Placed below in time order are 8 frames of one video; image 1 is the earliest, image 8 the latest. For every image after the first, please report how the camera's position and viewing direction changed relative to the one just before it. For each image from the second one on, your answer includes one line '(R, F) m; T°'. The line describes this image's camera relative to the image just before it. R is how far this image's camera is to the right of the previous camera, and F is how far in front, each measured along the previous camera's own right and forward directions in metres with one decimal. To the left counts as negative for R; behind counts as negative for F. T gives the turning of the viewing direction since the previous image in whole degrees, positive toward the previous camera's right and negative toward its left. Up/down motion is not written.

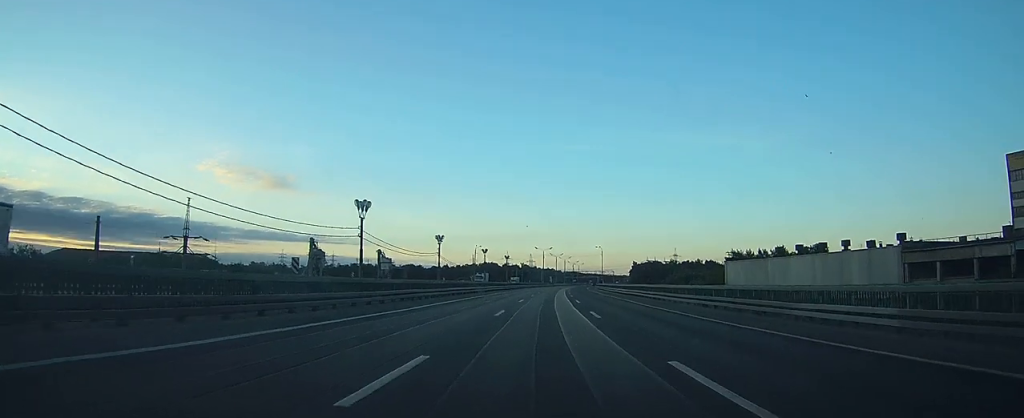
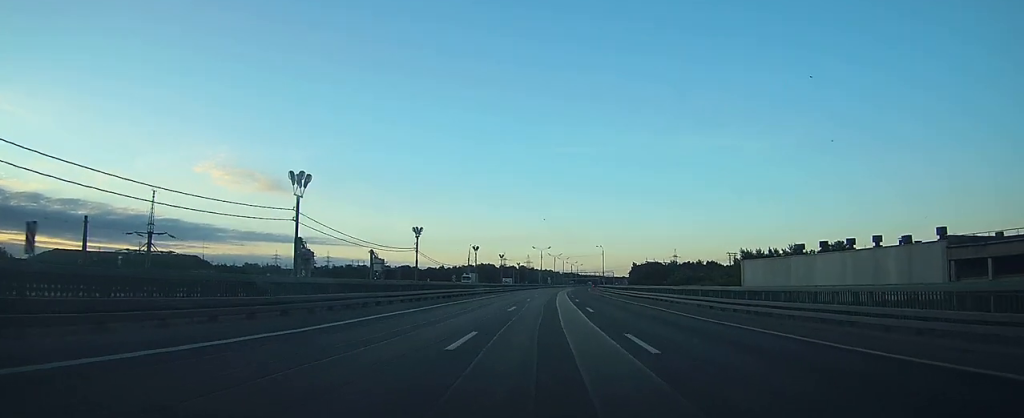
(0.0, +10.9) m; 0°
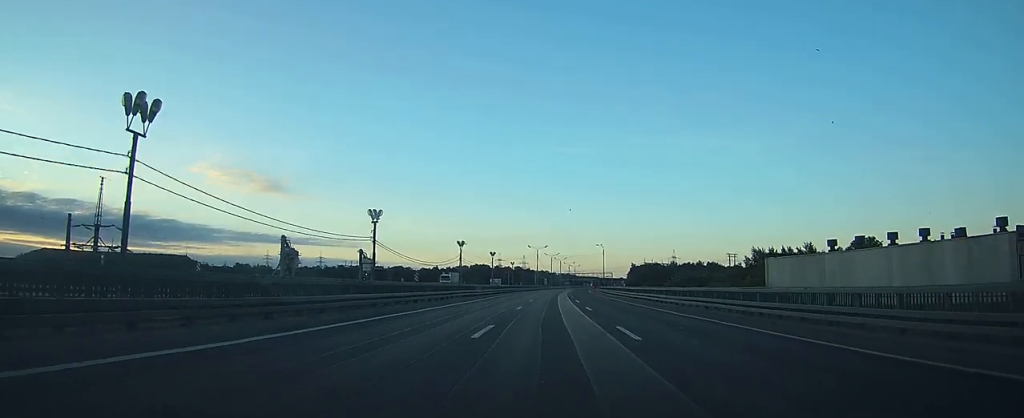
(0.0, +13.3) m; 0°
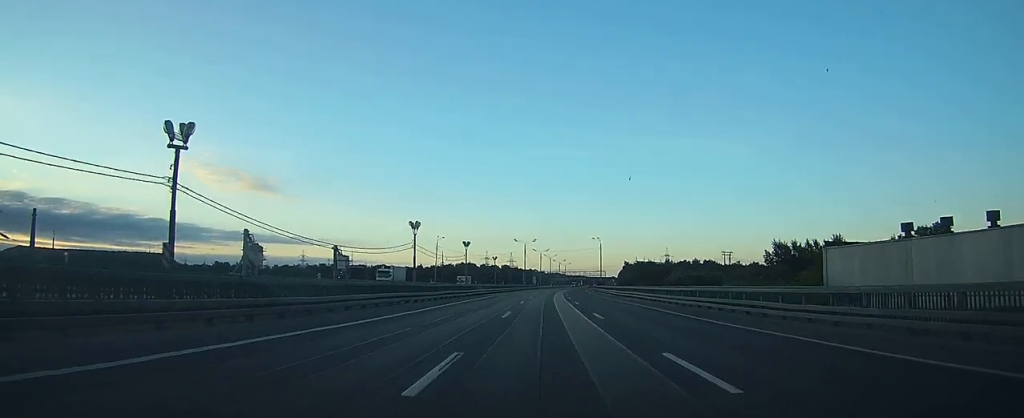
(0.0, +23.0) m; +1°
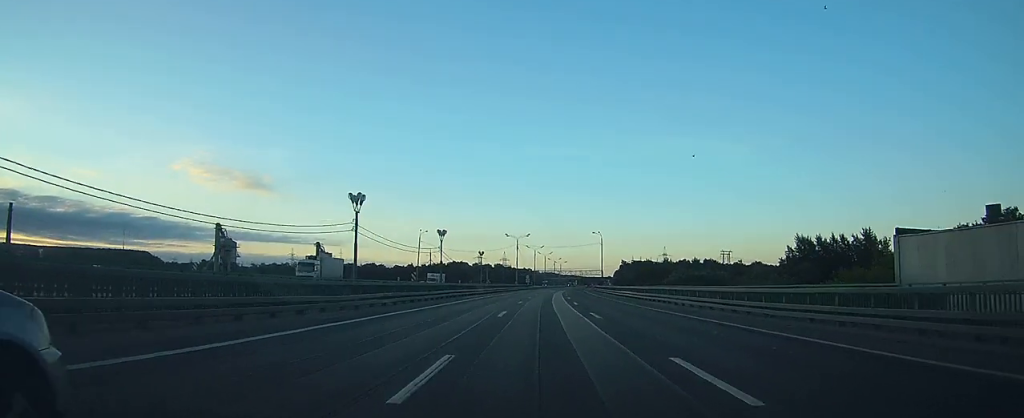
(+0.2, +16.3) m; +1°
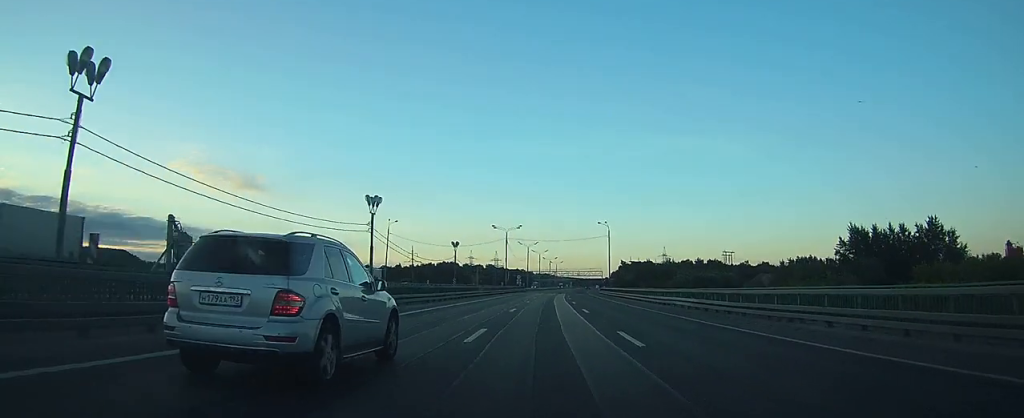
(+0.3, +25.2) m; +1°
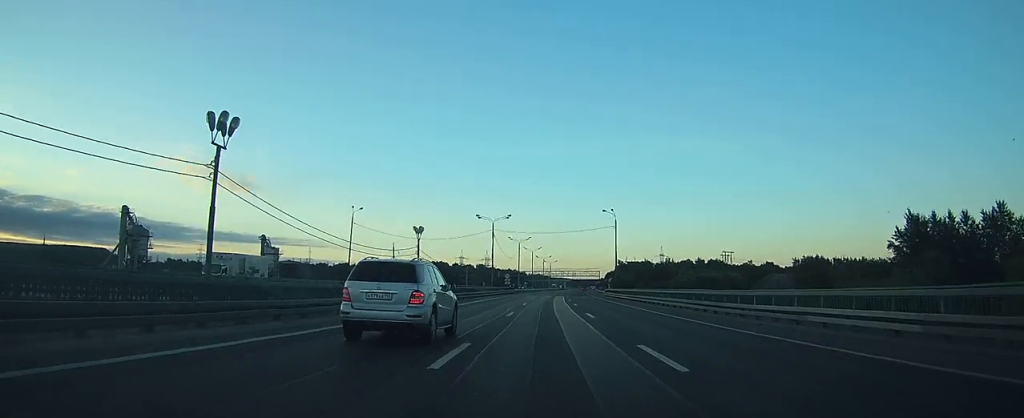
(+0.1, +19.5) m; 0°
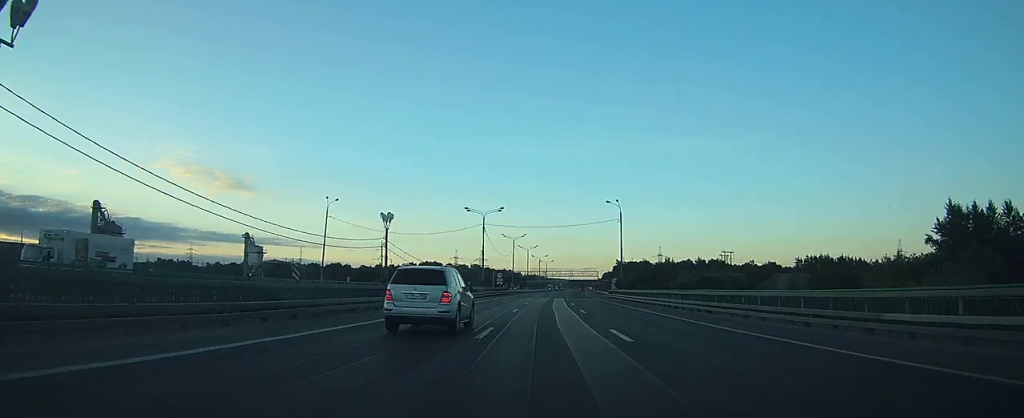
(0.0, +10.6) m; 0°
